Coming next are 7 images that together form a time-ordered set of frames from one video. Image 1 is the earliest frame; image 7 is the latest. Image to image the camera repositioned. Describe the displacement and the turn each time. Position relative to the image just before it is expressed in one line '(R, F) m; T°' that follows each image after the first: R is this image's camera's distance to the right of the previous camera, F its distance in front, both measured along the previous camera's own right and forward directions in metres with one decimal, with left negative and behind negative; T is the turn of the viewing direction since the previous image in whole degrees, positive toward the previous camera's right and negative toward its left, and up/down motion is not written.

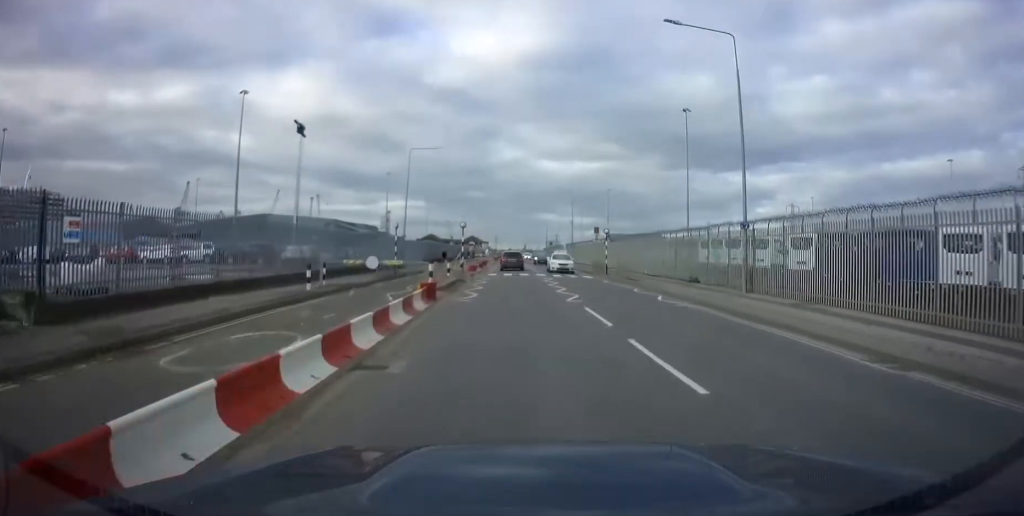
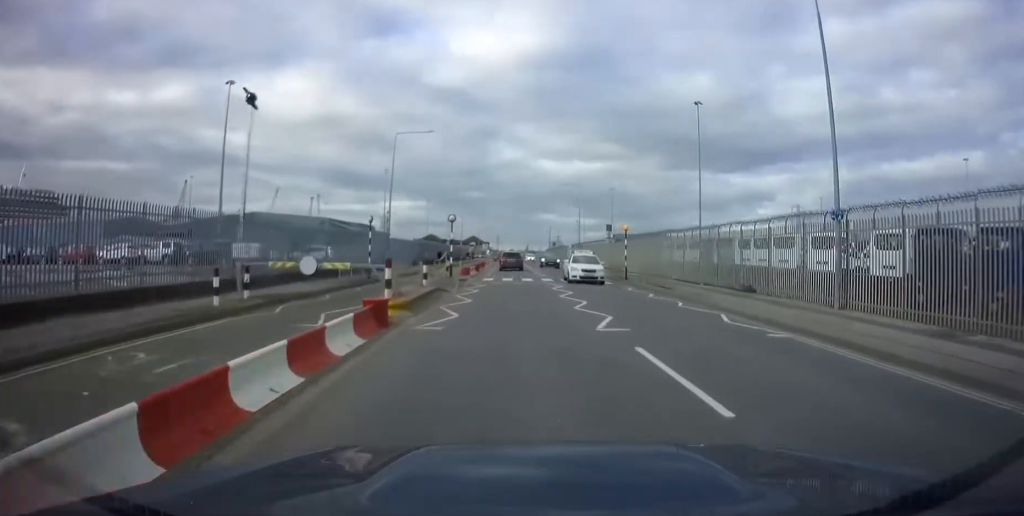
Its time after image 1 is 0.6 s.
(-0.1, +7.4) m; +1°
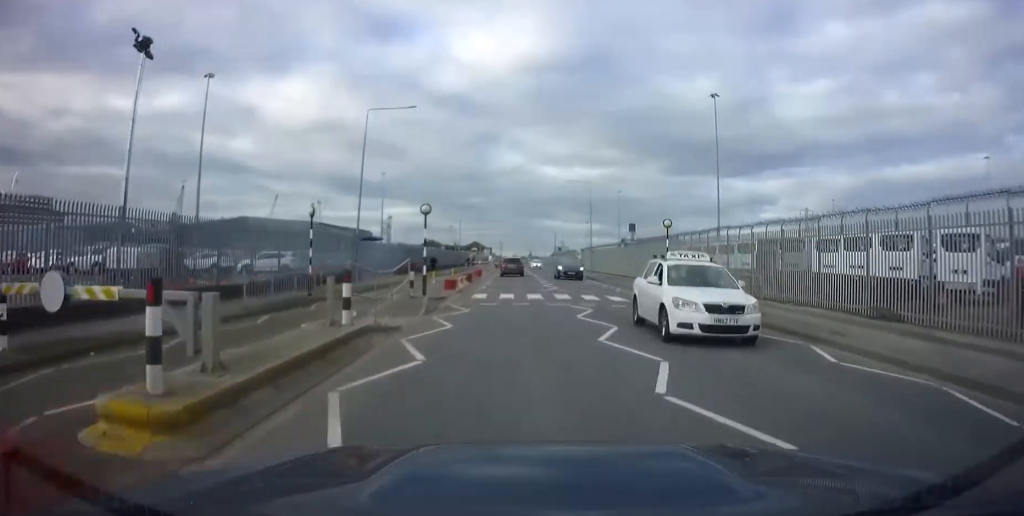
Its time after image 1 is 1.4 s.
(+0.4, +8.9) m; -1°
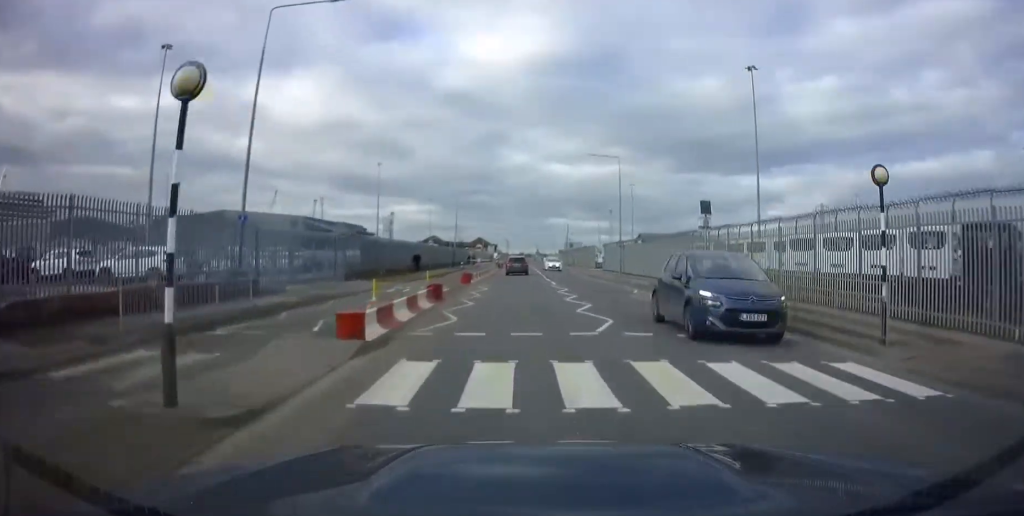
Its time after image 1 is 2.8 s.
(-0.7, +15.6) m; -2°
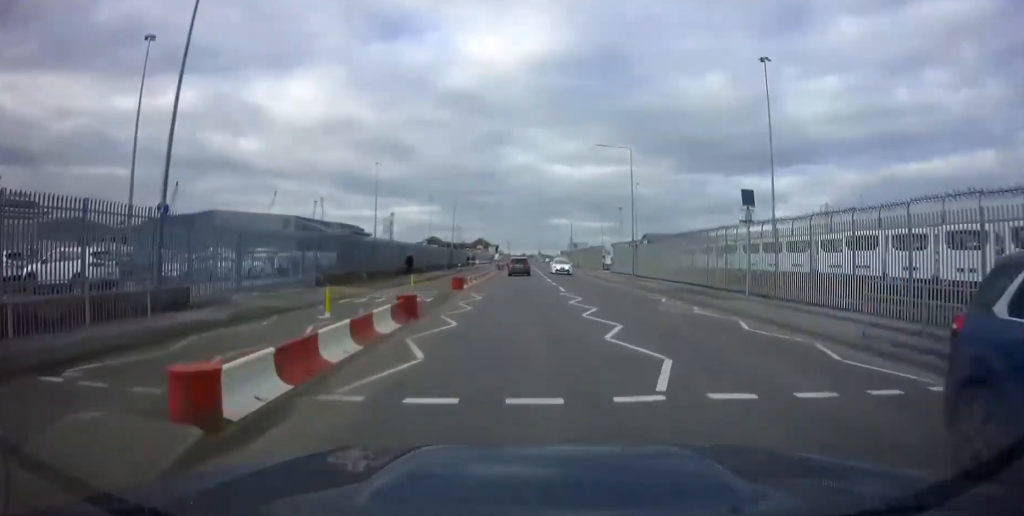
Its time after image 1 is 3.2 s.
(+0.1, +5.0) m; +1°
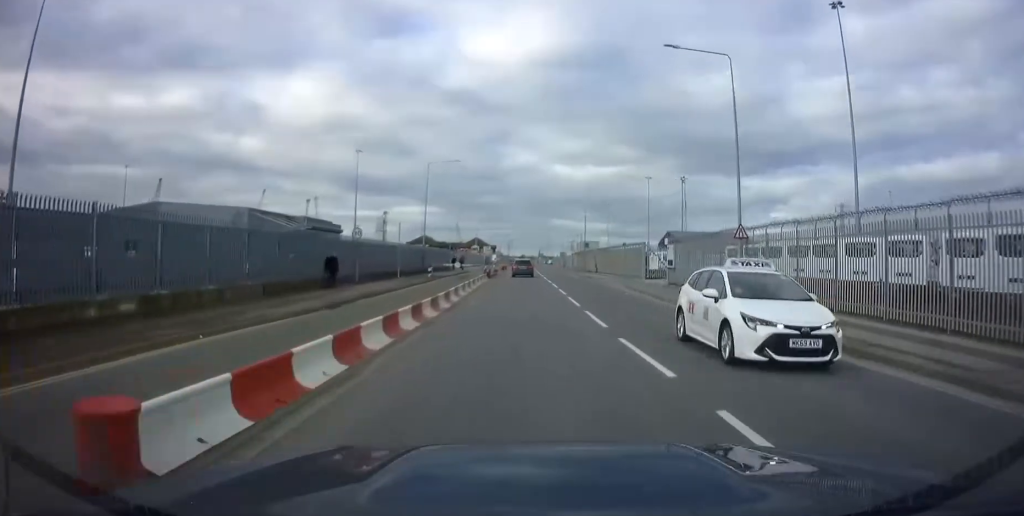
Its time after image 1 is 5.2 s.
(+0.2, +23.0) m; 0°
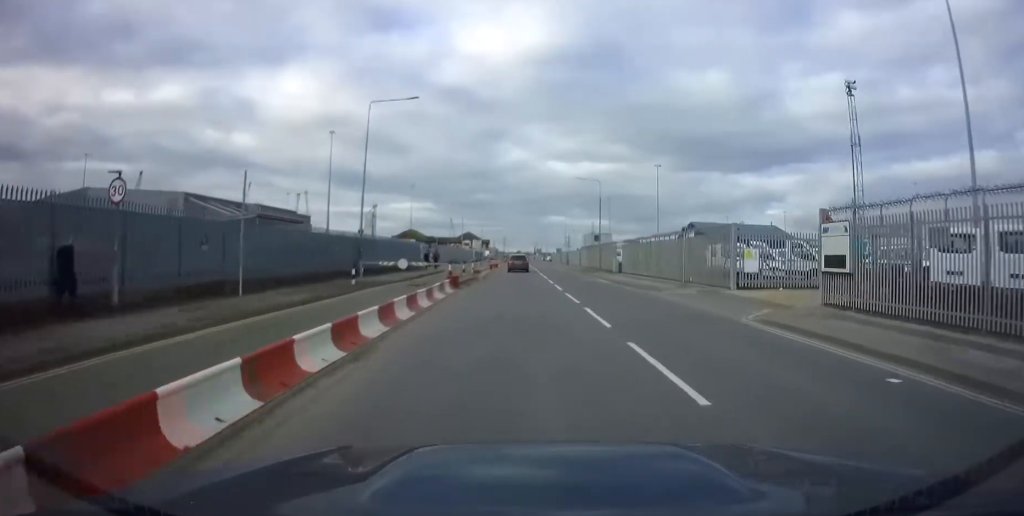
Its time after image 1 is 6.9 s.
(-0.1, +20.3) m; 0°
